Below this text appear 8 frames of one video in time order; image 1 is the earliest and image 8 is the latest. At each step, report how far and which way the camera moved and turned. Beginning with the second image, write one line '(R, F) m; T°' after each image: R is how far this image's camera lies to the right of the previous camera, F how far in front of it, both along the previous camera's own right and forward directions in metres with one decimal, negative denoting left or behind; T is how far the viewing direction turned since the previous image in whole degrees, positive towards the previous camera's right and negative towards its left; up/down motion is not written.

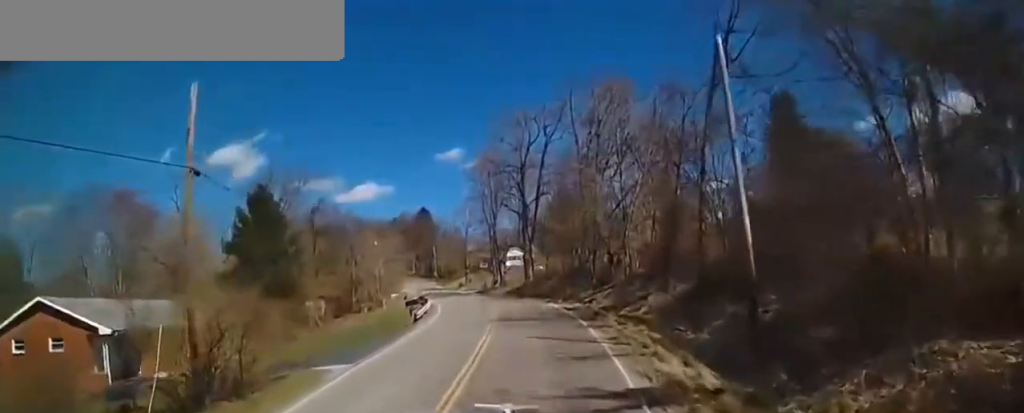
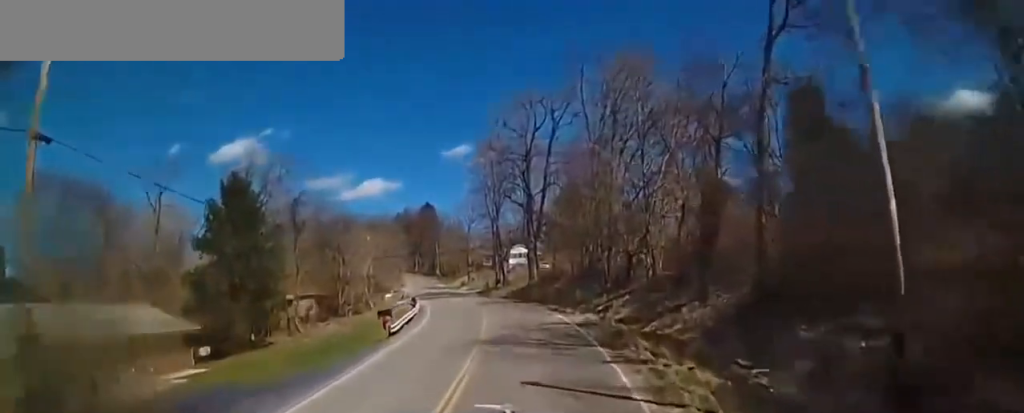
(0.0, +6.1) m; 0°
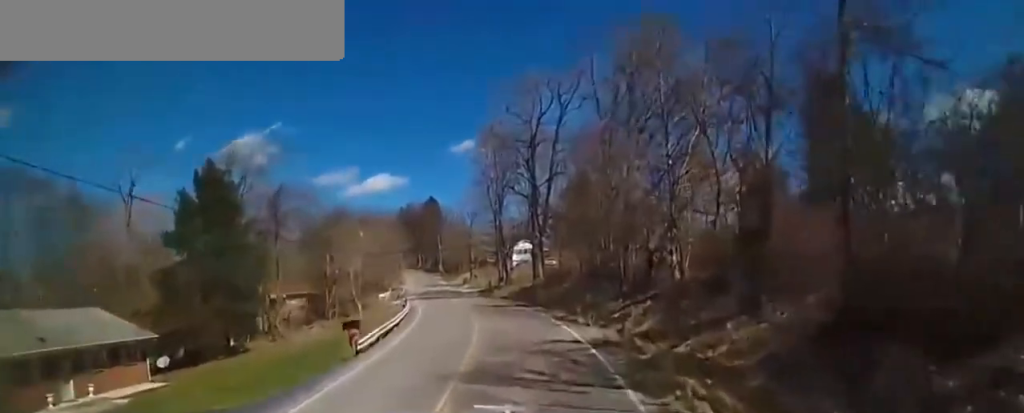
(0.0, +5.0) m; 0°
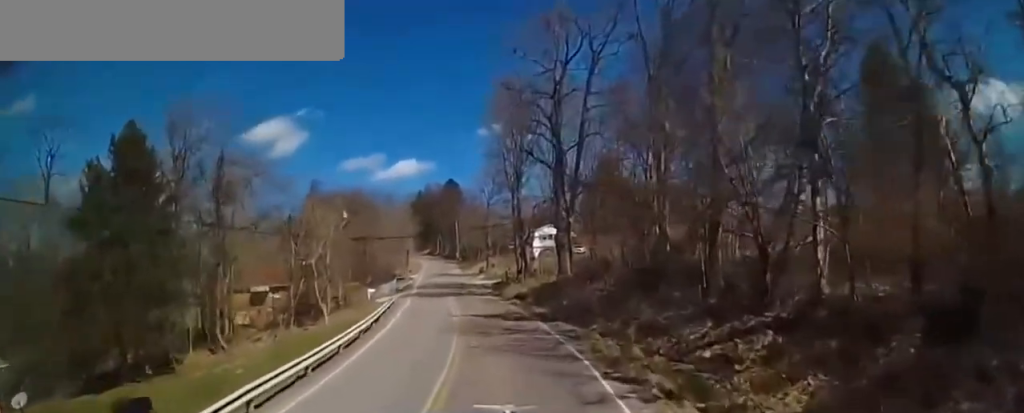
(0.0, +12.2) m; 0°
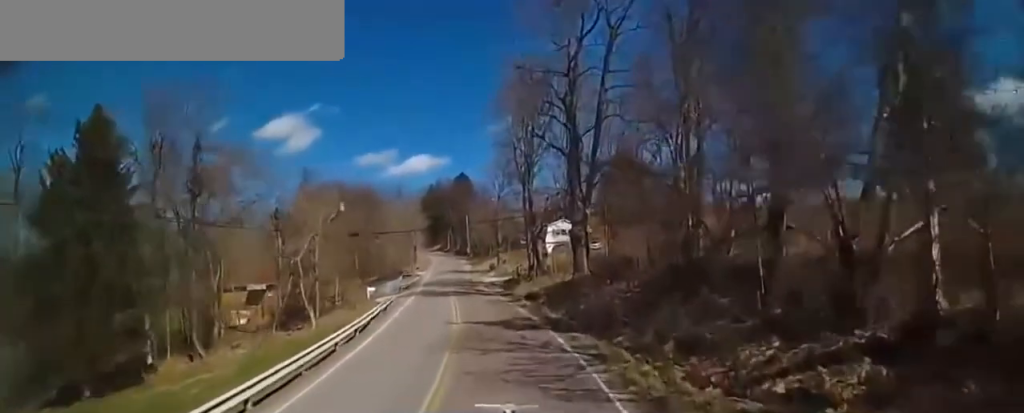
(0.0, +4.1) m; -1°
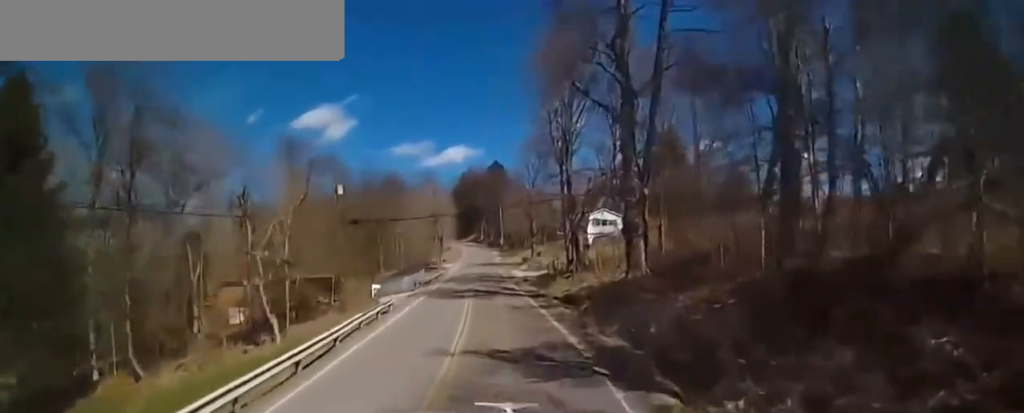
(-0.1, +8.1) m; -6°
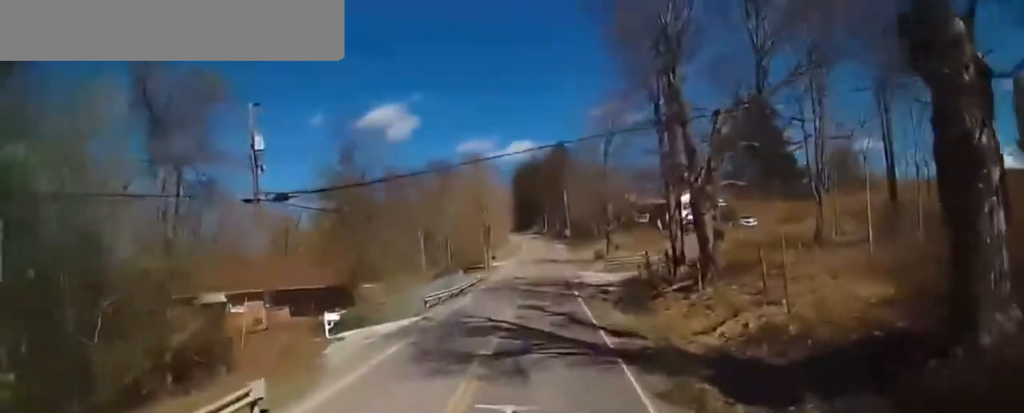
(-4.5, +16.7) m; -32°
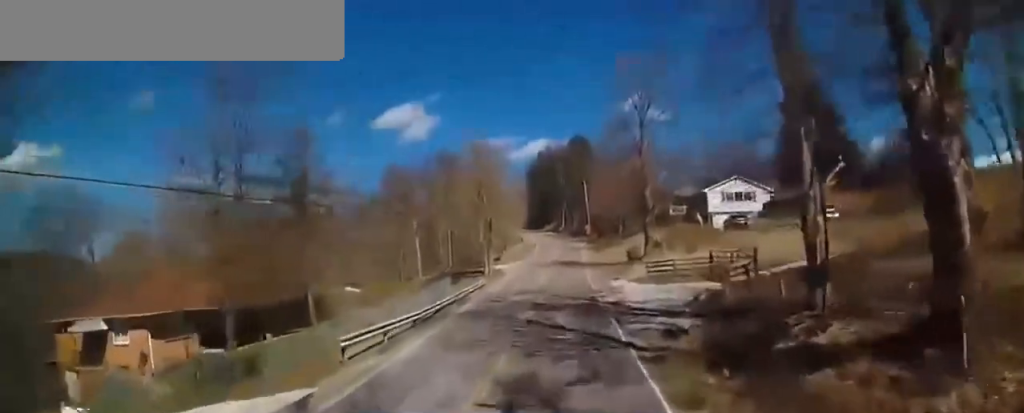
(-0.4, +13.8) m; +8°
